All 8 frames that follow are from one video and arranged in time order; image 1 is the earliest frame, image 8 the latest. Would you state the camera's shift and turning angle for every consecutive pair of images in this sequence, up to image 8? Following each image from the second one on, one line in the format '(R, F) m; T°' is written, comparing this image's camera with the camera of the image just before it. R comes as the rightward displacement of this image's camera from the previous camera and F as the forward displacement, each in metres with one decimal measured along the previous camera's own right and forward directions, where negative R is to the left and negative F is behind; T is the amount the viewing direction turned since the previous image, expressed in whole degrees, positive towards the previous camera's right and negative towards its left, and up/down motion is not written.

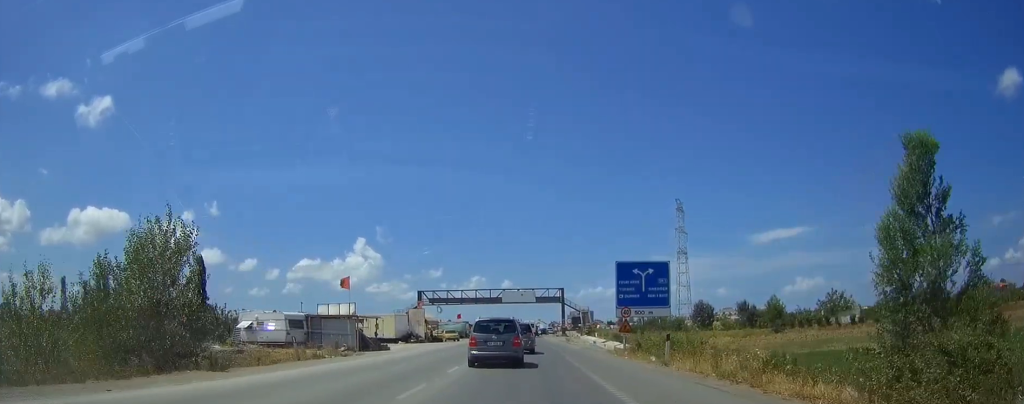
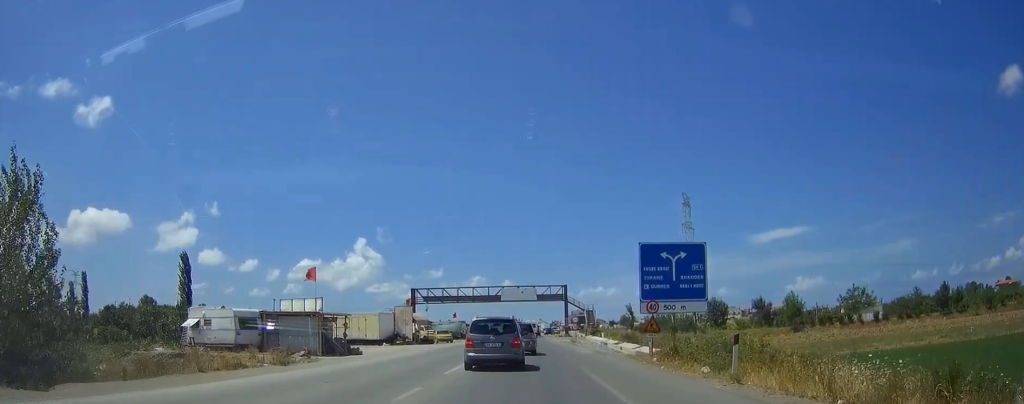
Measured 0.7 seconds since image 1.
(0.0, +7.9) m; 0°
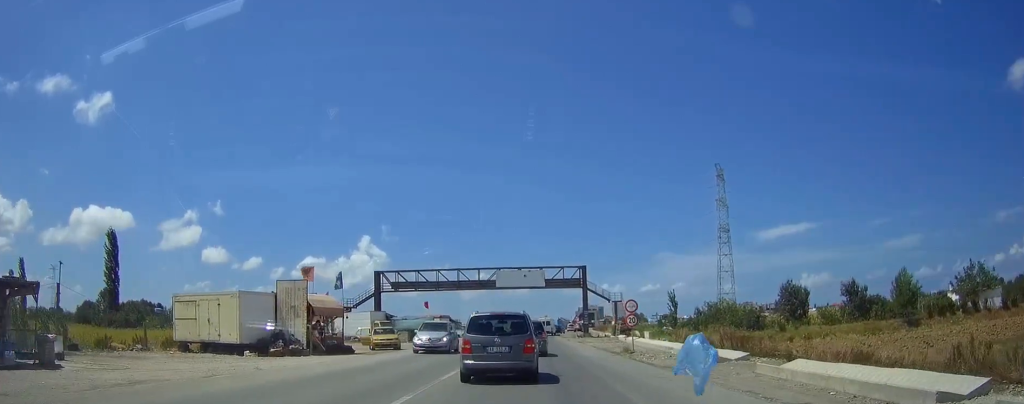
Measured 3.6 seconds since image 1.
(-0.2, +31.8) m; -1°
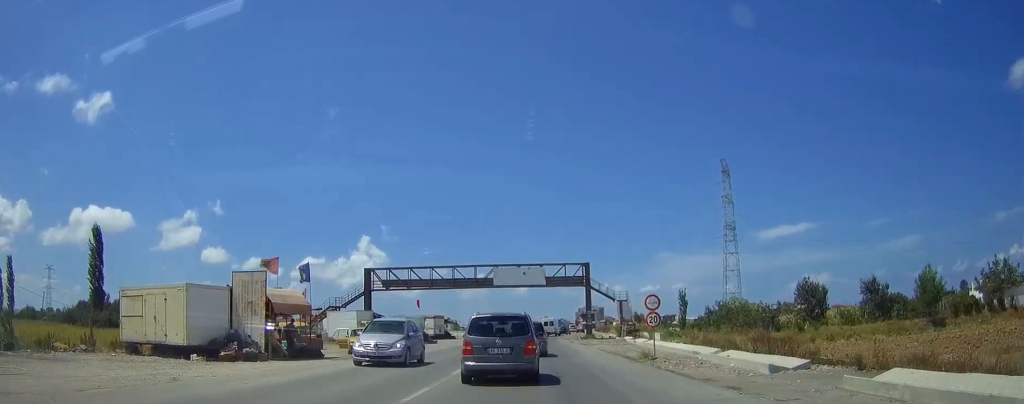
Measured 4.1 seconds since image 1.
(0.0, +5.4) m; 0°
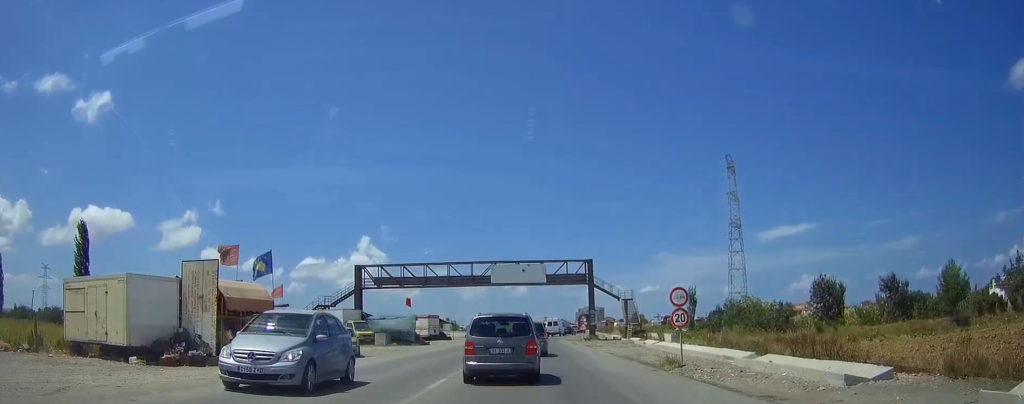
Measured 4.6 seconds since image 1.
(0.0, +4.7) m; 0°
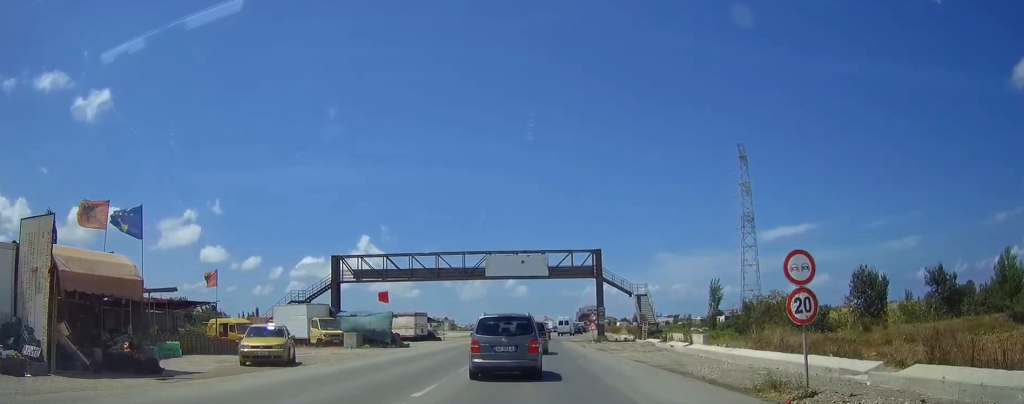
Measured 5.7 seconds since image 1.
(0.0, +9.3) m; -1°
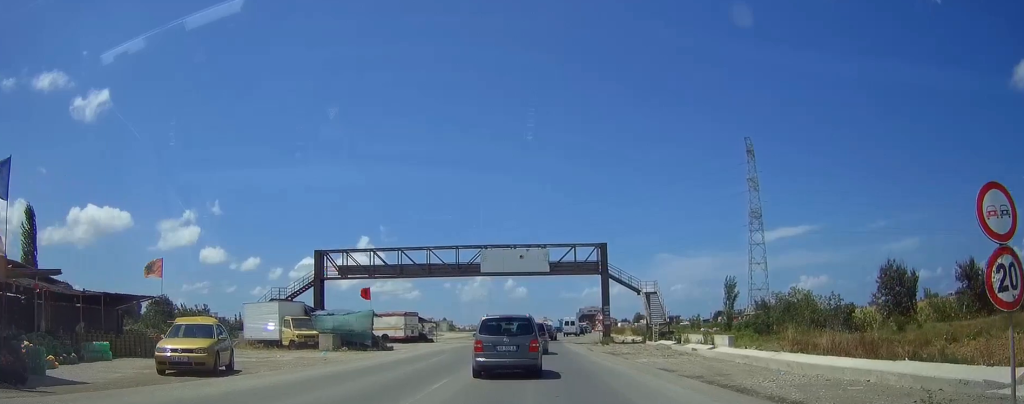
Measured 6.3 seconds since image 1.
(-0.1, +5.4) m; 0°
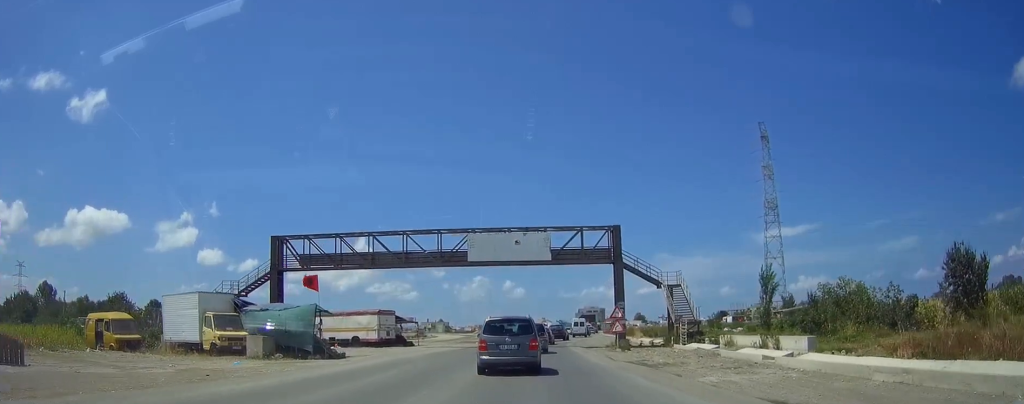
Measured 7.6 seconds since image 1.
(0.0, +10.6) m; 0°
